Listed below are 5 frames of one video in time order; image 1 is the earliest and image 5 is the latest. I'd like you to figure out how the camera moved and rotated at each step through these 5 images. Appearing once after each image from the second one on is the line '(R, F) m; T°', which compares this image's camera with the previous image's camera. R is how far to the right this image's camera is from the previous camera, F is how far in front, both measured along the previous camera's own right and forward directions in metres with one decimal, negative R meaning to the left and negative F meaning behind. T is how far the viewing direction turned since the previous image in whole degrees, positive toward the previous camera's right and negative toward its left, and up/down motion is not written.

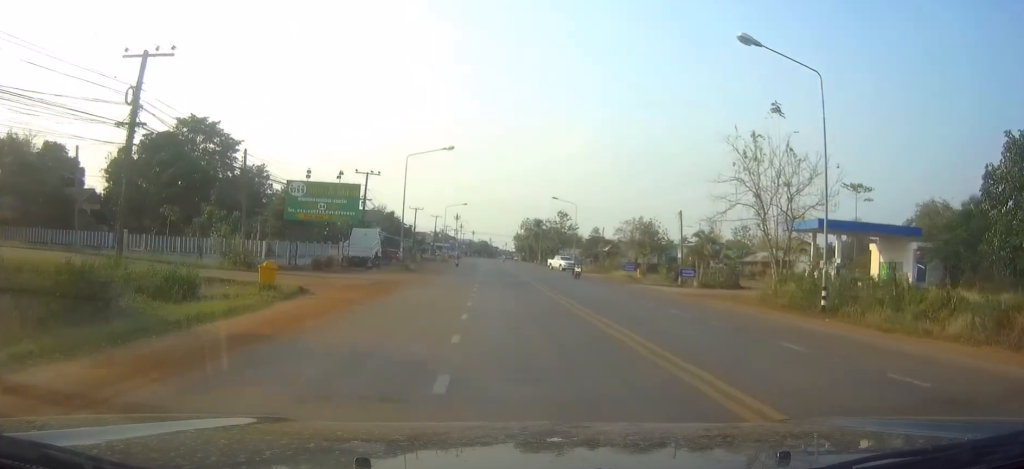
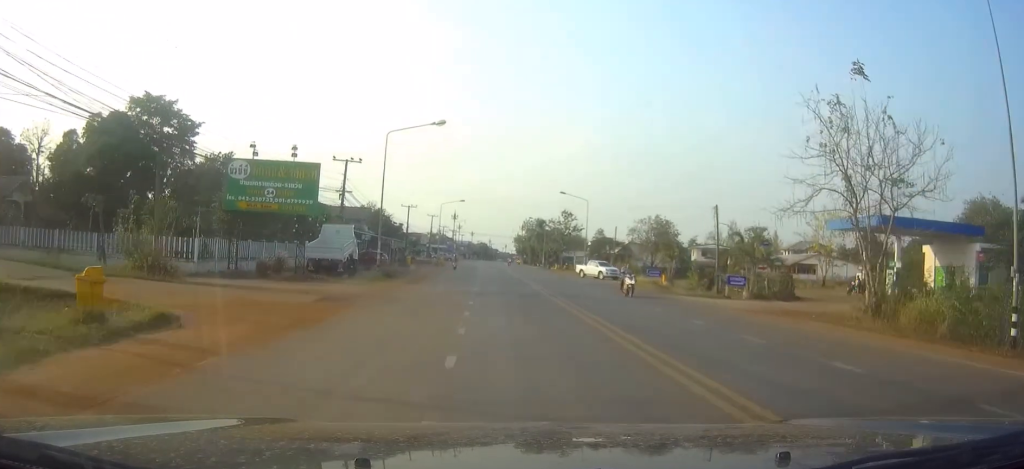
(0.0, +10.0) m; 0°
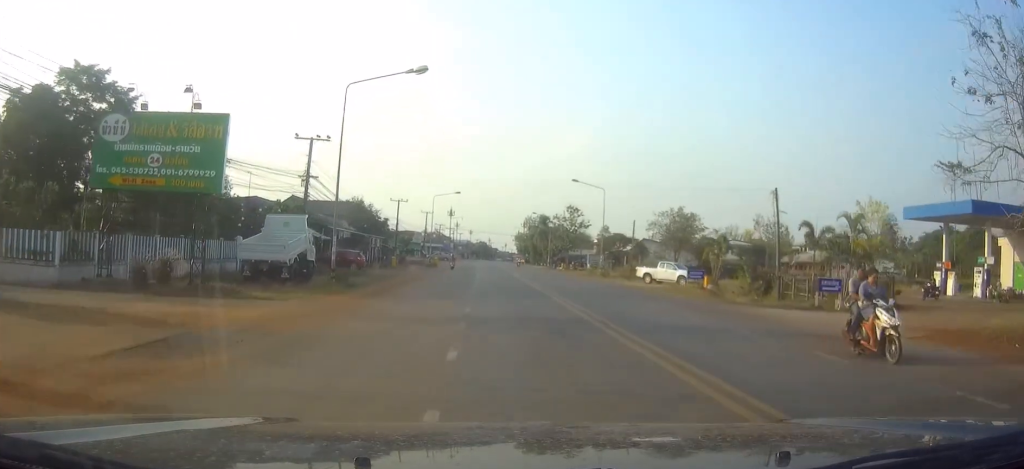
(0.0, +10.7) m; 0°
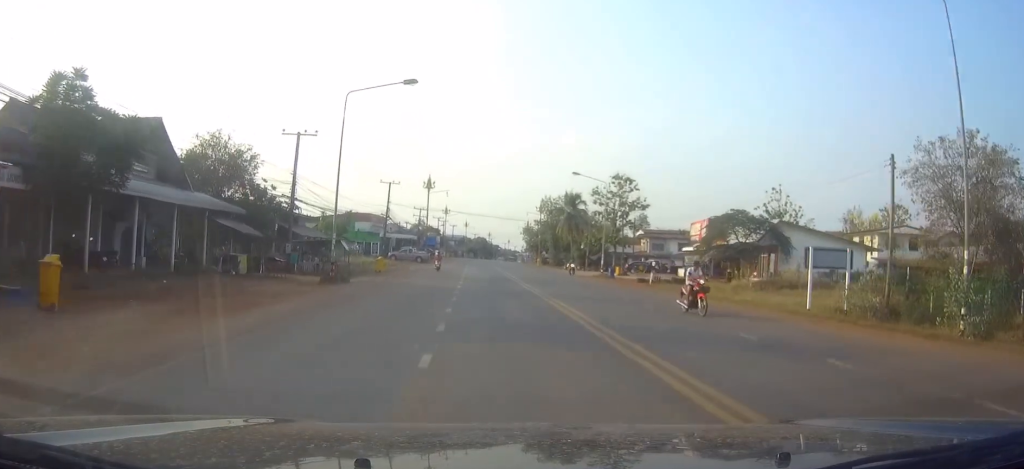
(+0.1, +42.8) m; 0°
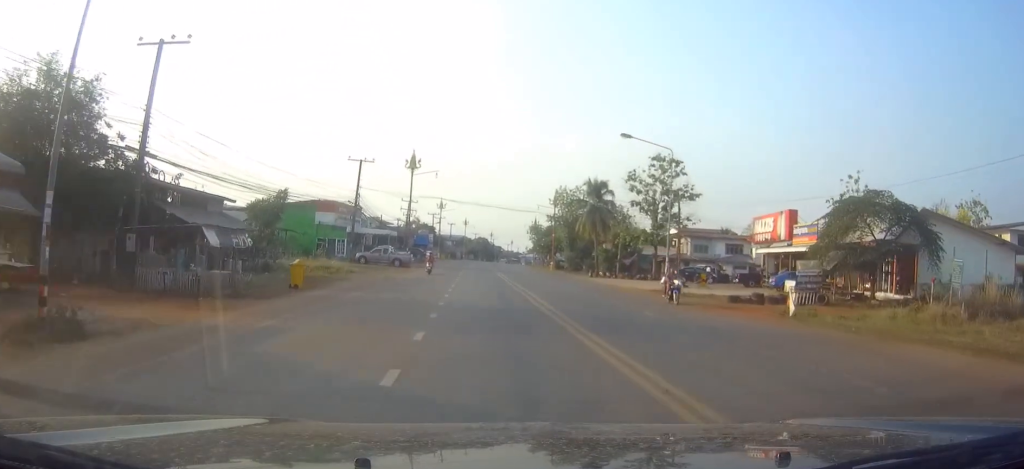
(+0.1, +21.5) m; 0°
